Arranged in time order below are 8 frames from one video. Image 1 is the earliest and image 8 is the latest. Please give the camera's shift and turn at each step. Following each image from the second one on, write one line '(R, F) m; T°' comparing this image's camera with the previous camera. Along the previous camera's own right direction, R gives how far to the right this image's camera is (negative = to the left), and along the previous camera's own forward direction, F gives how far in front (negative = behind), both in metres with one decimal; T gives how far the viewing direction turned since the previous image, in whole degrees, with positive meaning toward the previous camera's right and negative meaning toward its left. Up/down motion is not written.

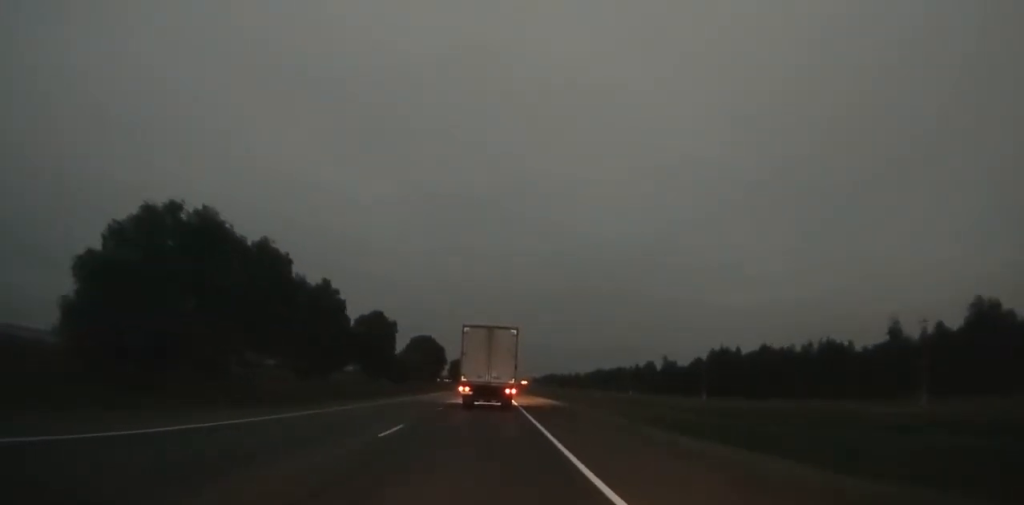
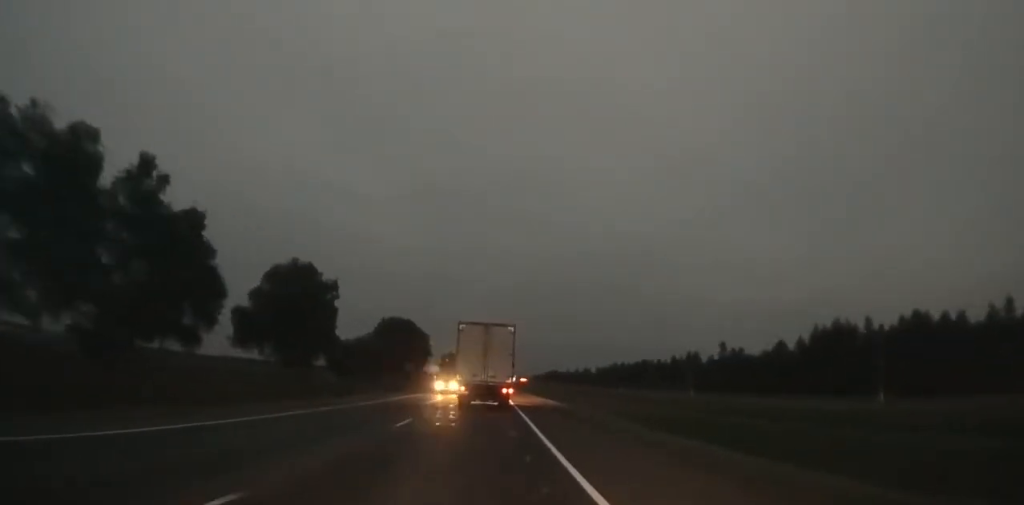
(0.0, +58.0) m; 0°
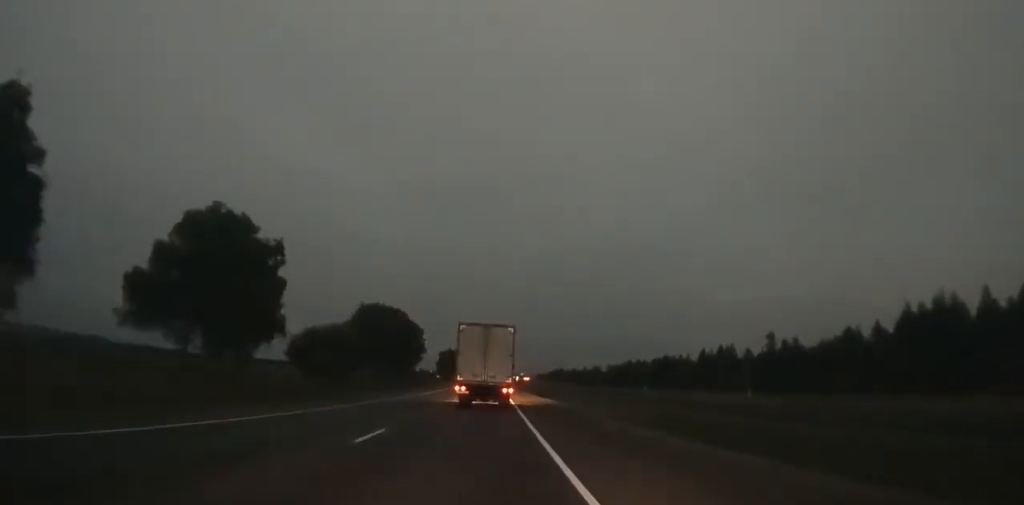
(0.0, +28.6) m; 0°
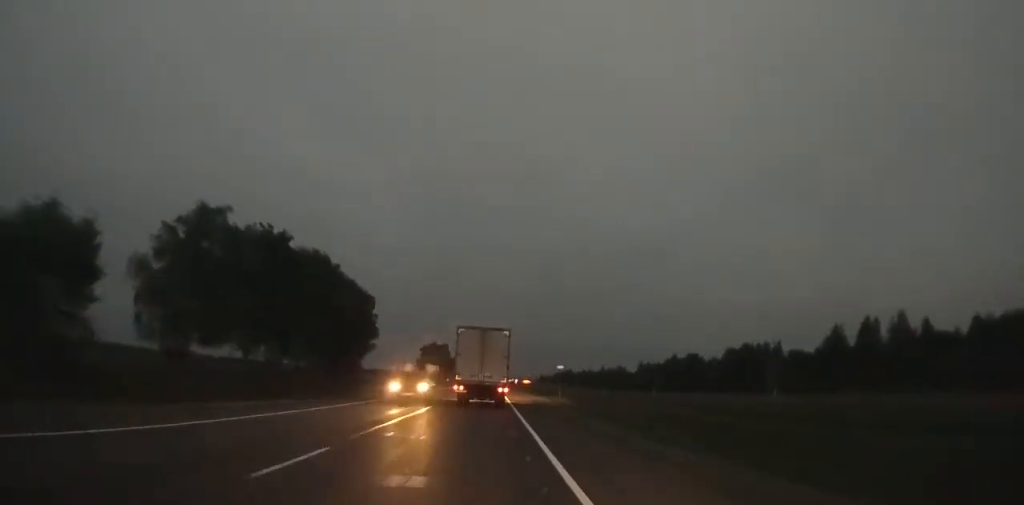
(+0.3, +76.4) m; 0°
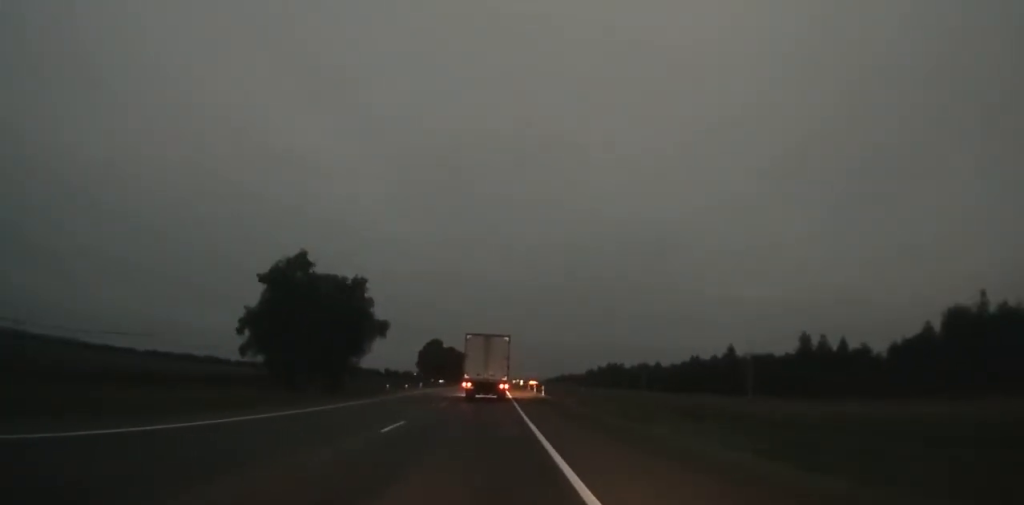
(-1.3, +183.6) m; 0°
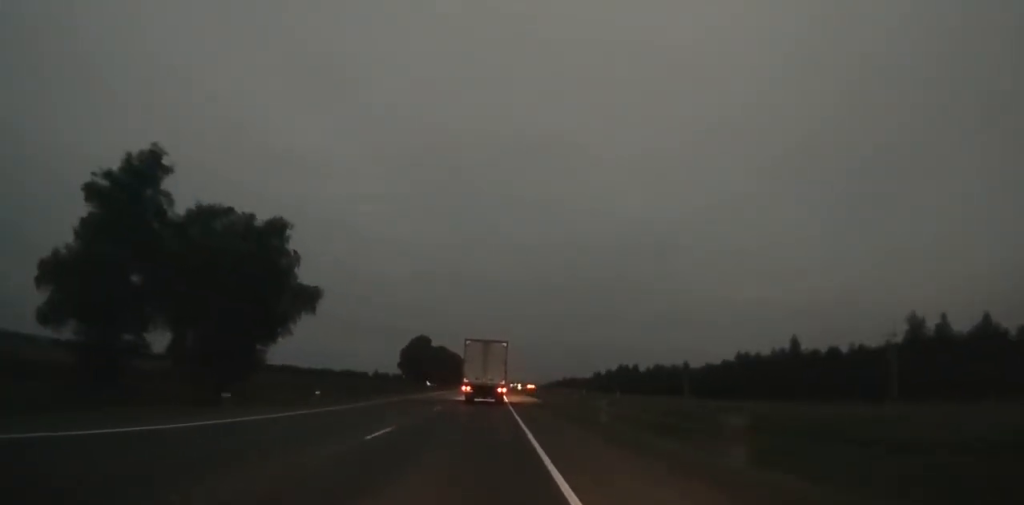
(+0.1, +37.2) m; 0°
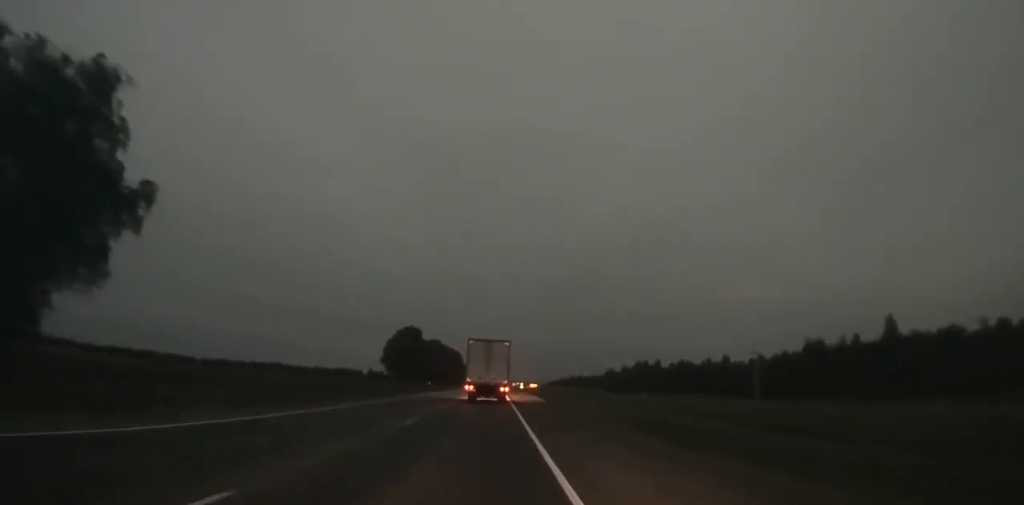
(+0.1, +32.9) m; 0°
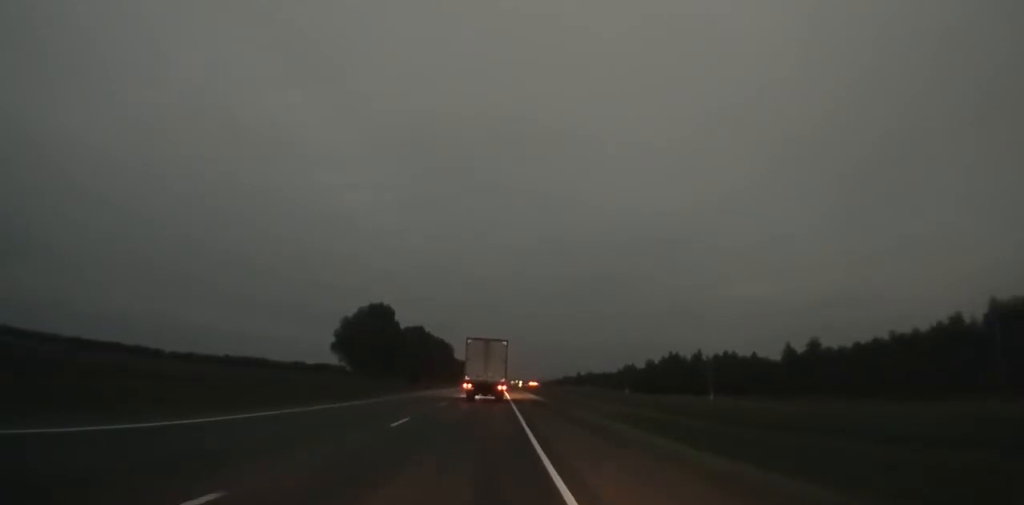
(0.0, +48.2) m; 0°
